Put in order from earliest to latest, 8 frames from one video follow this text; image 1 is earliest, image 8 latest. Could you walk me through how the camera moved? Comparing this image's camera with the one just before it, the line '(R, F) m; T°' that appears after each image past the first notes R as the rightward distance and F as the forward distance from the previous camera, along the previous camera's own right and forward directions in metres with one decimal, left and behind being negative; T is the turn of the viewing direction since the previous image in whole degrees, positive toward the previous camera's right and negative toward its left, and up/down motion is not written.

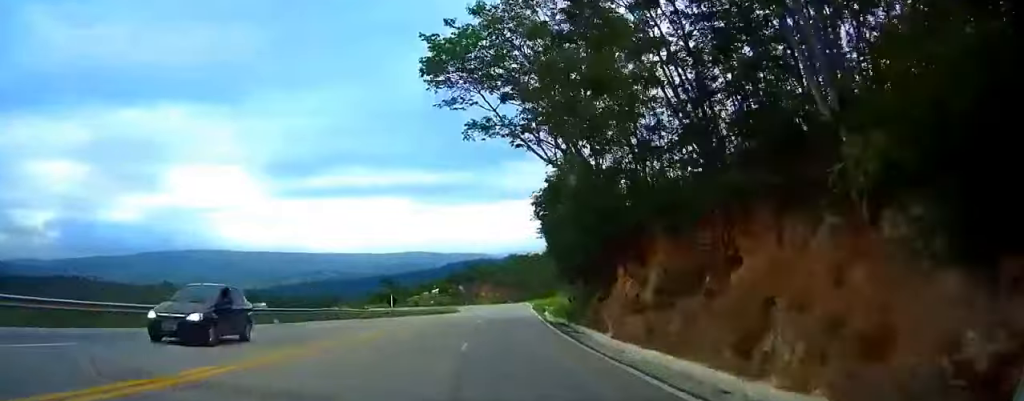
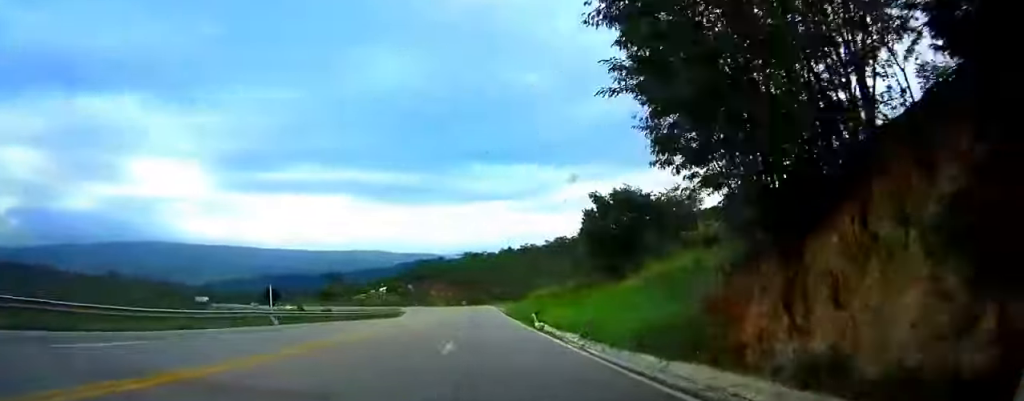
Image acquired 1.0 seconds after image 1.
(+1.2, +31.5) m; +4°
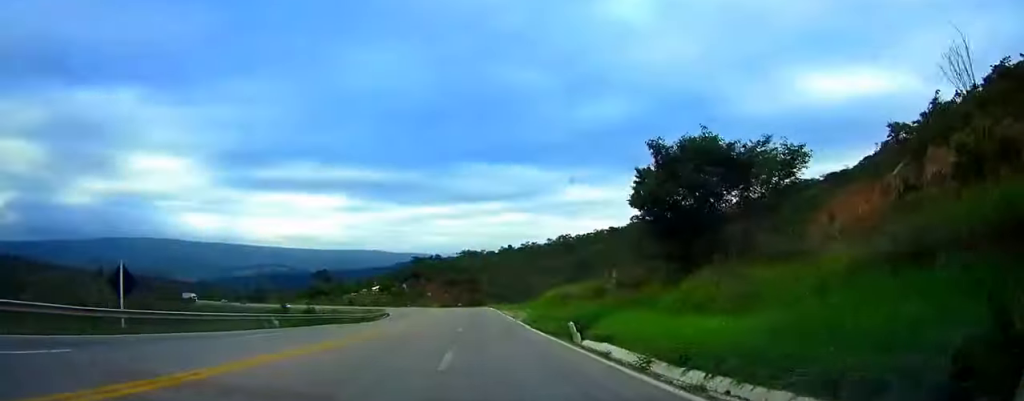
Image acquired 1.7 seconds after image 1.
(+0.6, +19.4) m; +2°
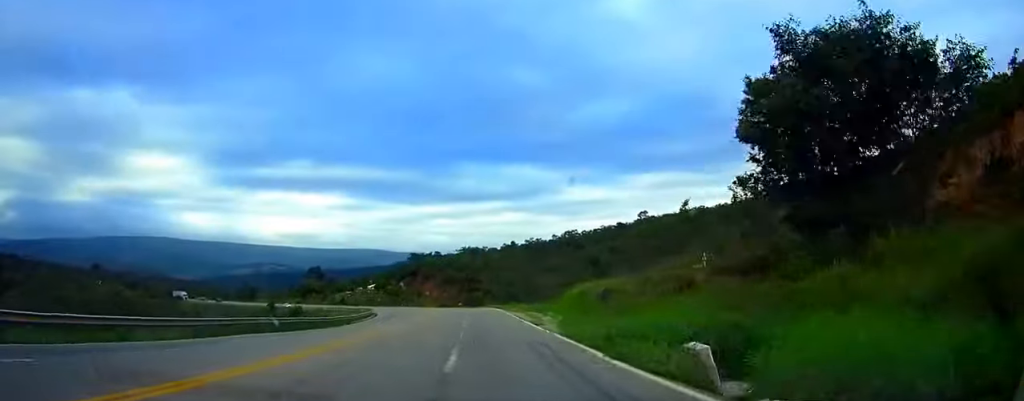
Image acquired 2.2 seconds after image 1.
(+0.2, +17.5) m; 0°
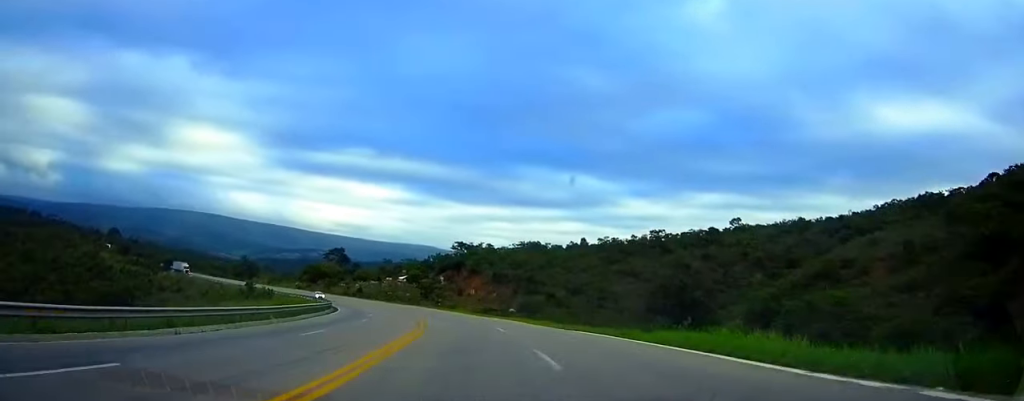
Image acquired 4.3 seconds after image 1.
(-0.5, +63.9) m; -3°
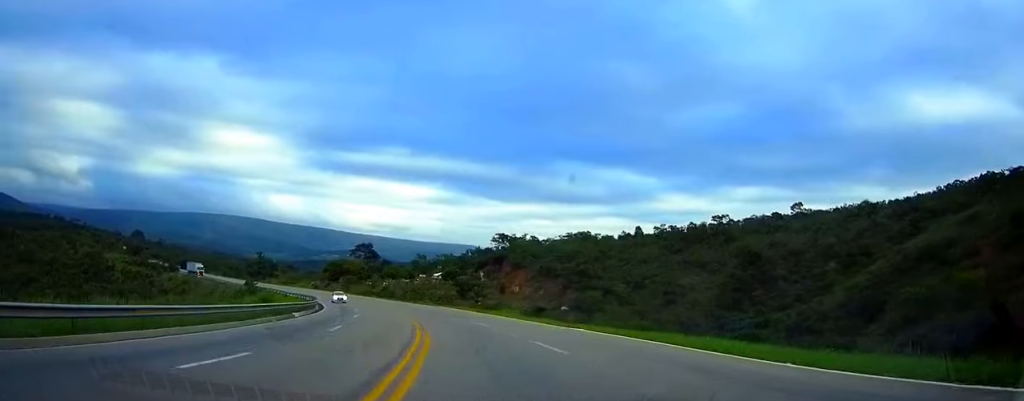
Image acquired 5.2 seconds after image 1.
(-0.9, +27.7) m; -3°
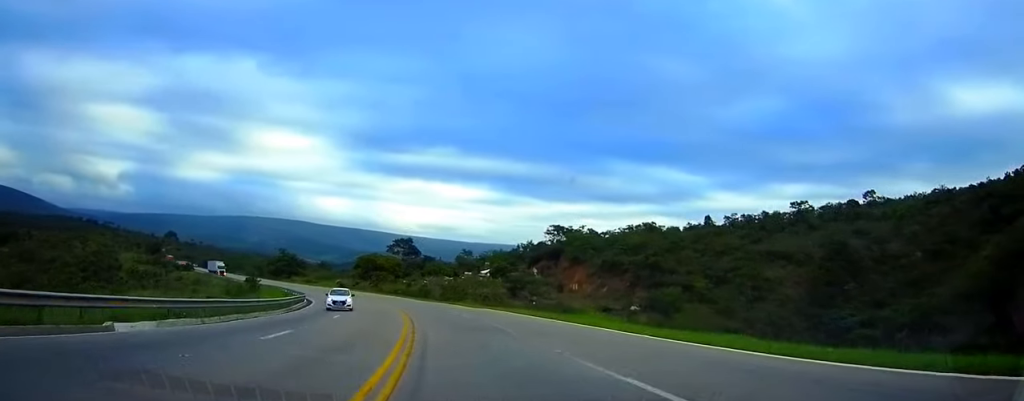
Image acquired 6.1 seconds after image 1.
(-0.8, +26.3) m; -4°
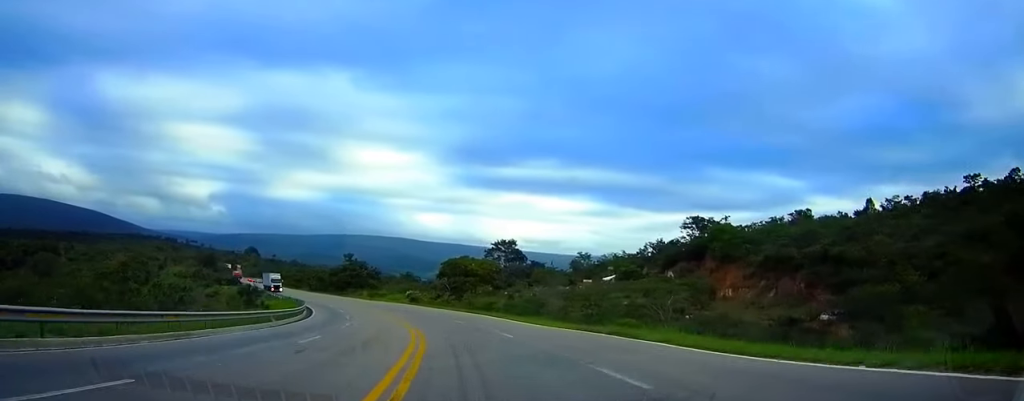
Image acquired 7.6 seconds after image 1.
(-3.0, +44.6) m; -8°
